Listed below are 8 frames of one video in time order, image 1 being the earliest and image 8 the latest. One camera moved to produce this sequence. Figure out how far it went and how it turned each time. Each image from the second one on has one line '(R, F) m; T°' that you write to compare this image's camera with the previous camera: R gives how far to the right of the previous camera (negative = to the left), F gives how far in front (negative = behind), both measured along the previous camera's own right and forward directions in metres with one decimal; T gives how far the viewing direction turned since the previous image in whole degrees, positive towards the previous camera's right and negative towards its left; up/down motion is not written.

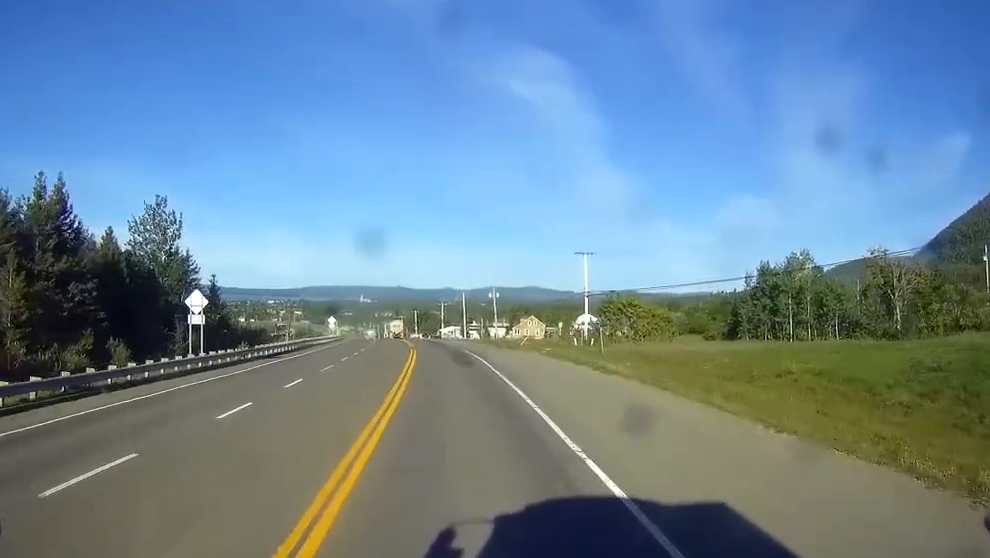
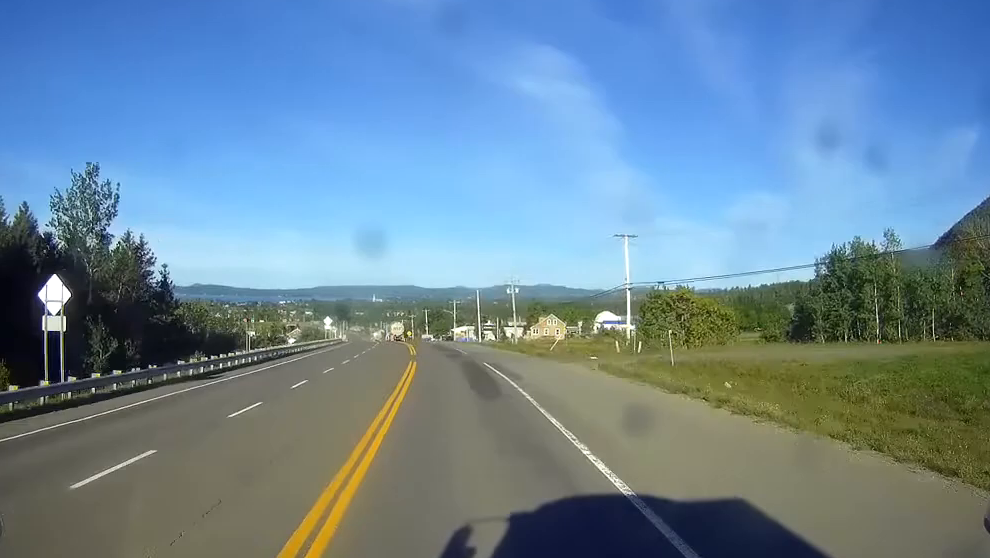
(-0.1, +17.1) m; -1°
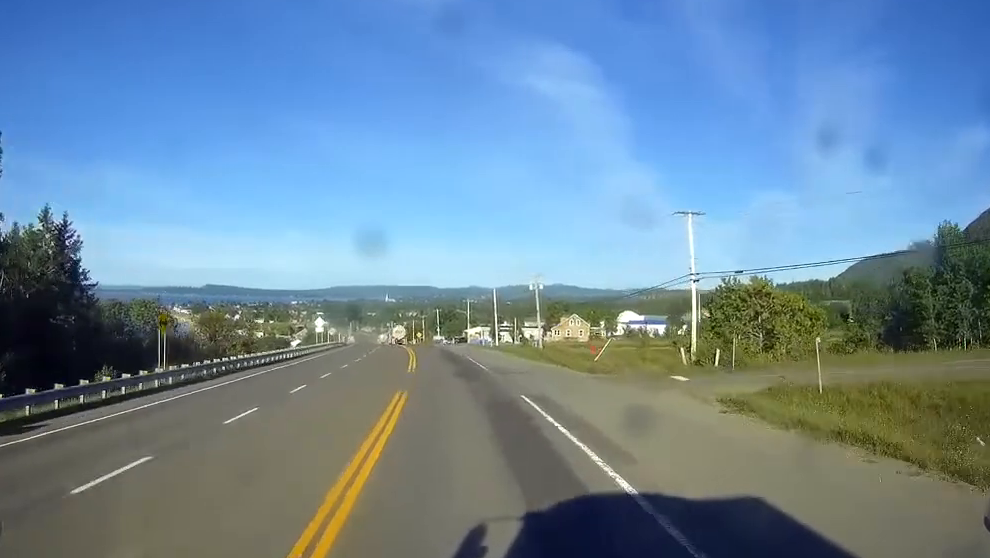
(-0.1, +18.1) m; -1°
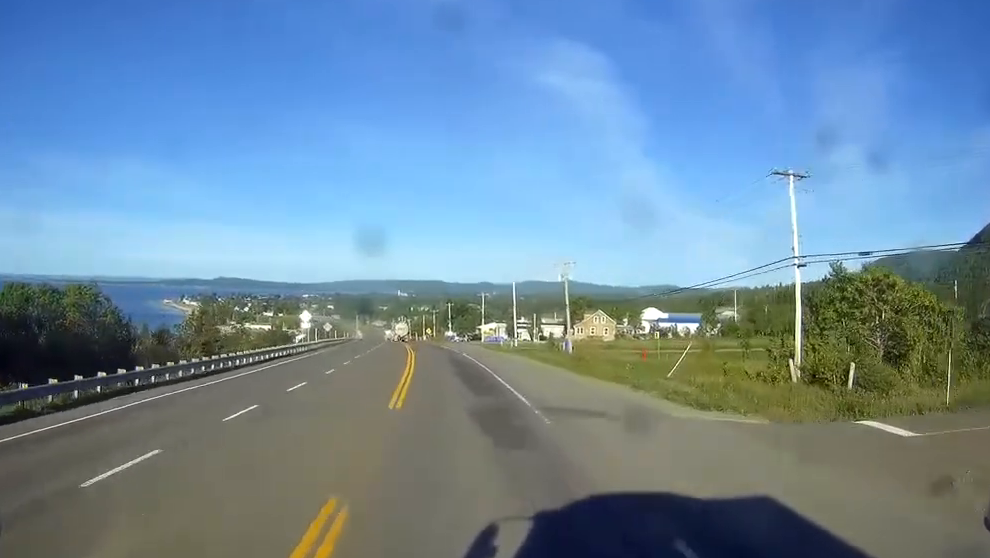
(-0.1, +17.3) m; -1°
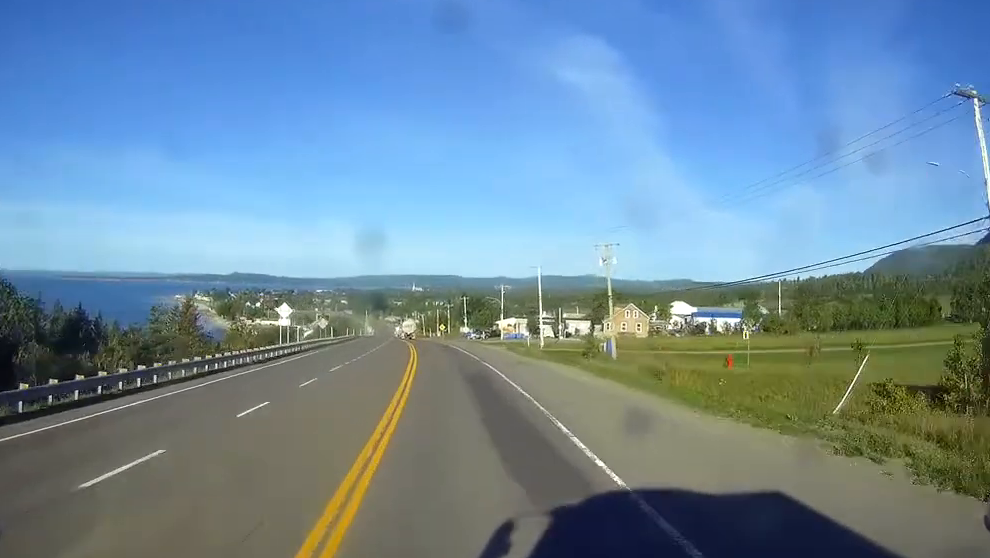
(-0.3, +17.4) m; -1°
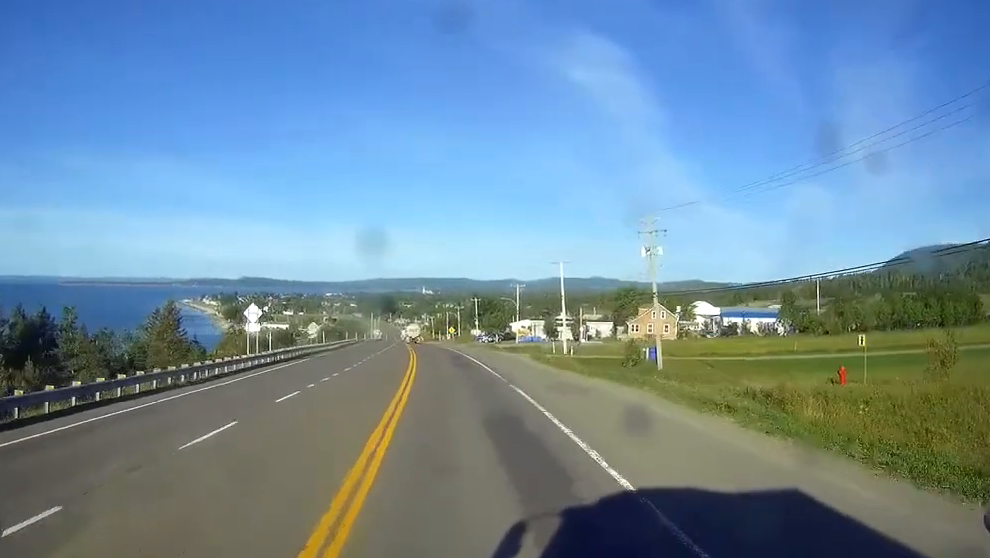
(-0.1, +13.8) m; -1°
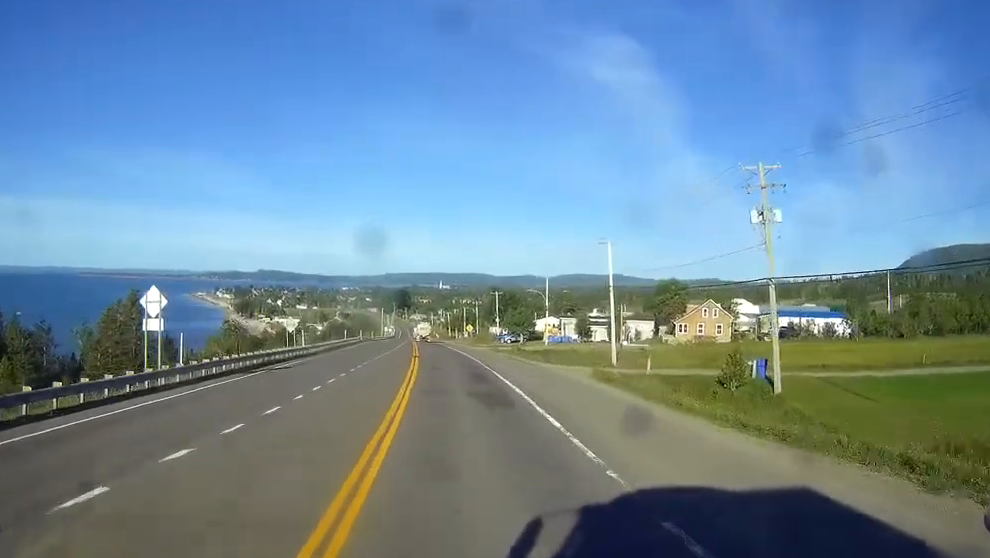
(-0.2, +21.1) m; -1°
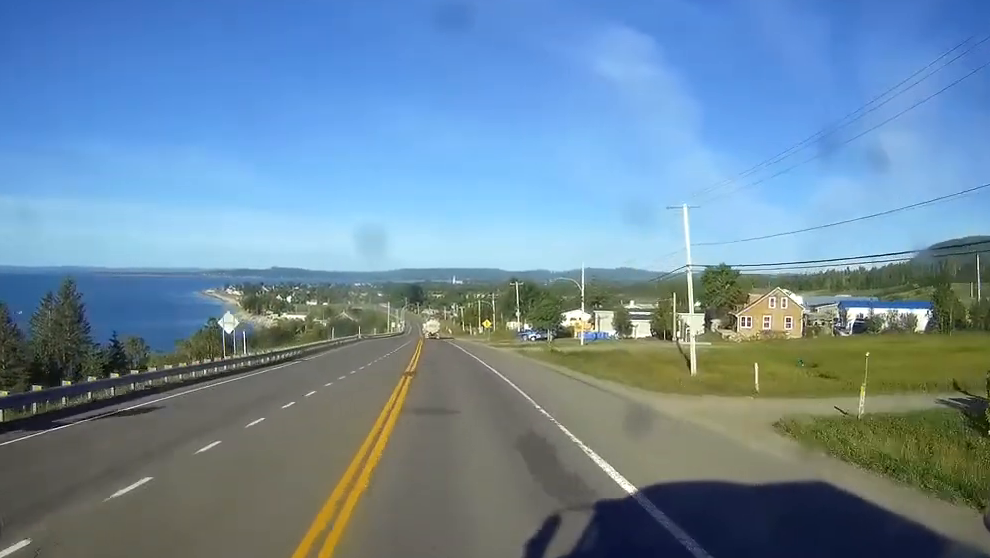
(-0.3, +22.9) m; -1°
